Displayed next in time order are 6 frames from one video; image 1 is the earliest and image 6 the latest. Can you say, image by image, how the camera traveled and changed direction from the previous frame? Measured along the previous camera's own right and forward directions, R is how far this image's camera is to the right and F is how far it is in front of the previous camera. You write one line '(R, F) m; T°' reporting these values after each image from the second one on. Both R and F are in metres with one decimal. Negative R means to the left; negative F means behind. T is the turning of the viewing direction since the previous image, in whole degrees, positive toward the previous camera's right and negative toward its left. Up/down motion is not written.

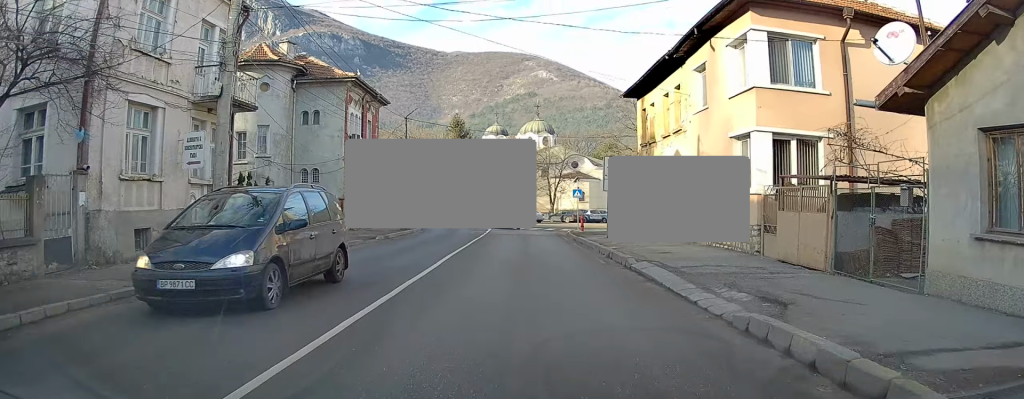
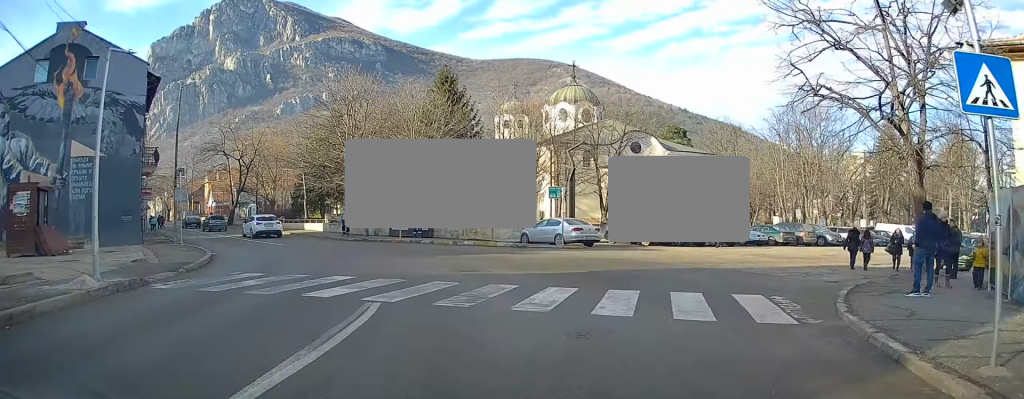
(-0.8, +33.6) m; -5°
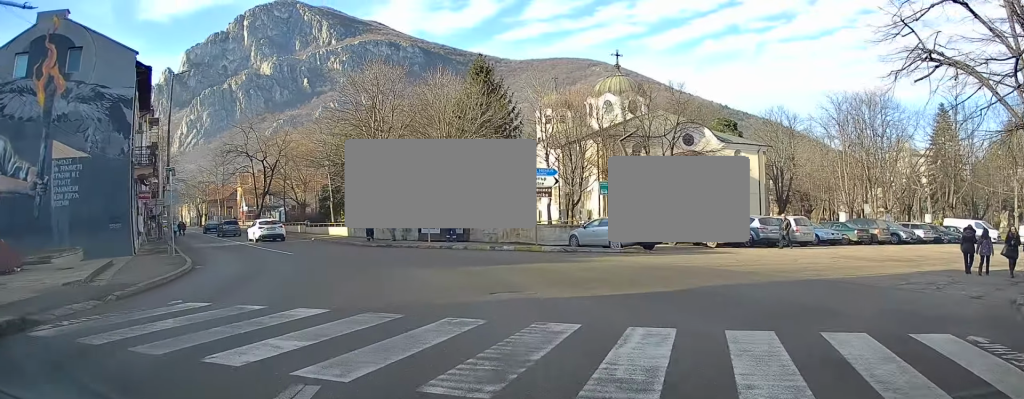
(0.0, +4.2) m; -5°
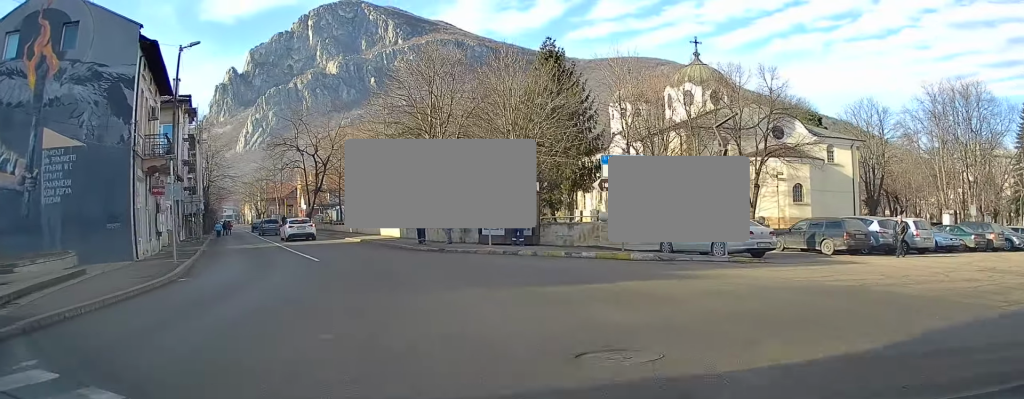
(-0.2, +4.6) m; -5°
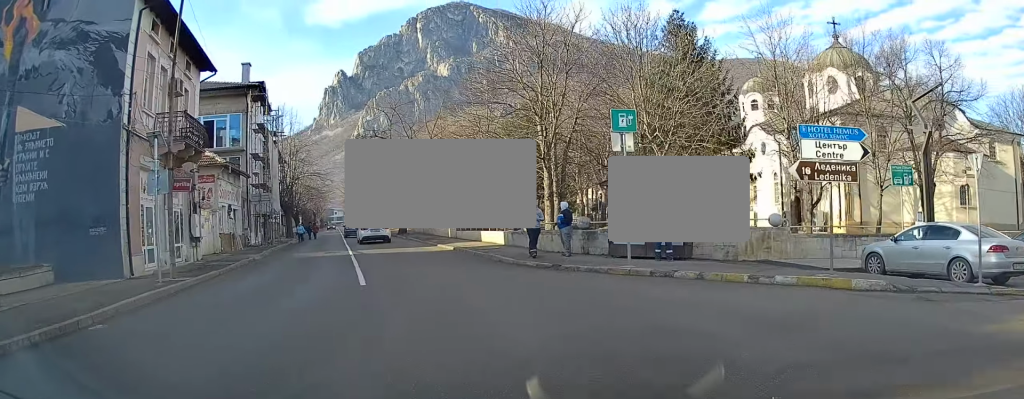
(-0.7, +6.8) m; -8°
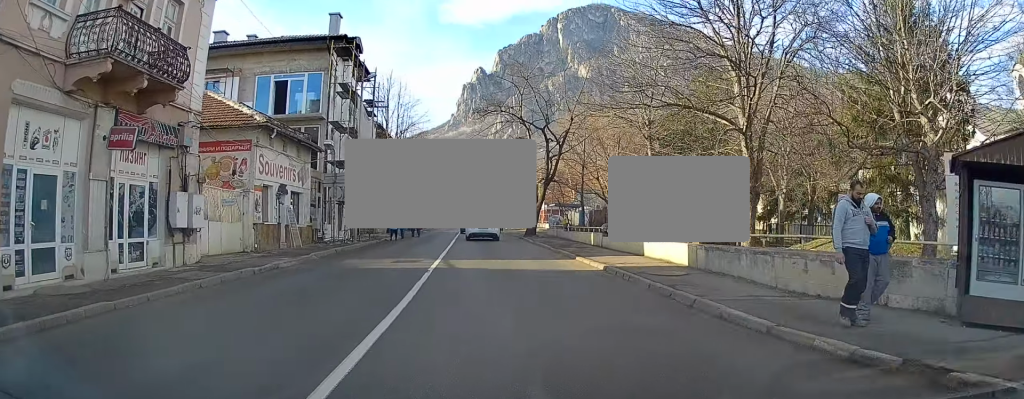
(-0.6, +10.3) m; -9°
